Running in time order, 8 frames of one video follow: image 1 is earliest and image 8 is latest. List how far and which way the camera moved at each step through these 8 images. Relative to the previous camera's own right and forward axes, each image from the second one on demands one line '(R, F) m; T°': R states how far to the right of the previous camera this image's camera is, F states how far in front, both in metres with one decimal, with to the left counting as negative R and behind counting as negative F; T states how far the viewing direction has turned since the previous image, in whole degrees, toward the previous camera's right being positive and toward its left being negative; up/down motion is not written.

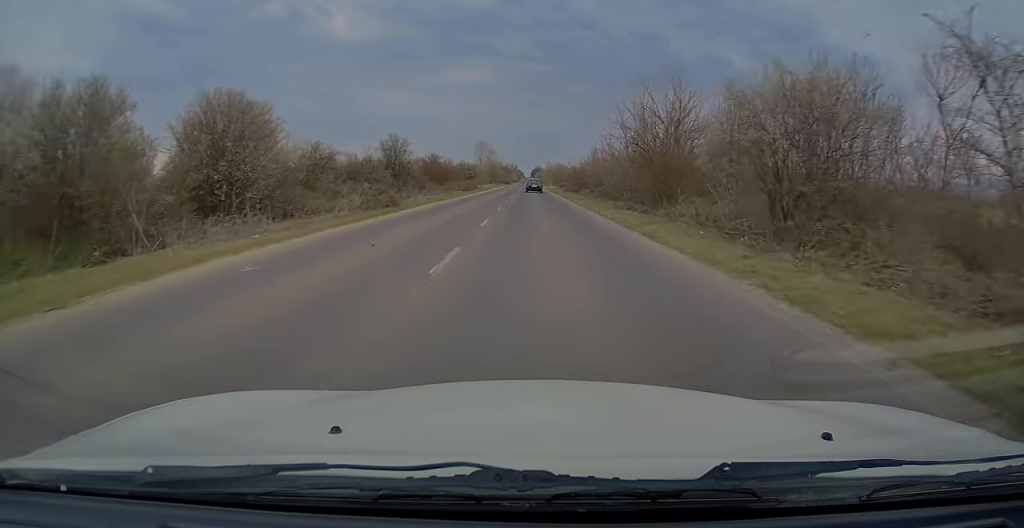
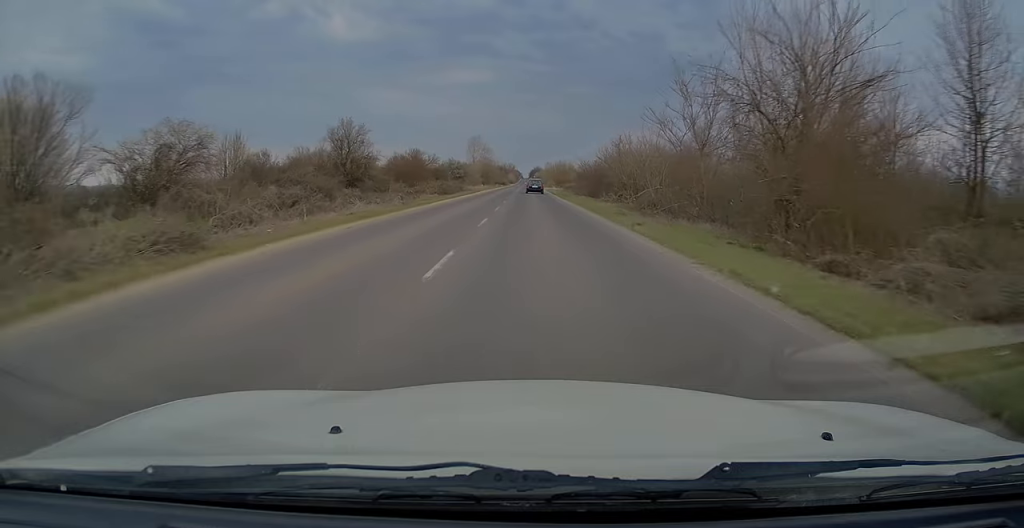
(0.0, +18.2) m; 0°
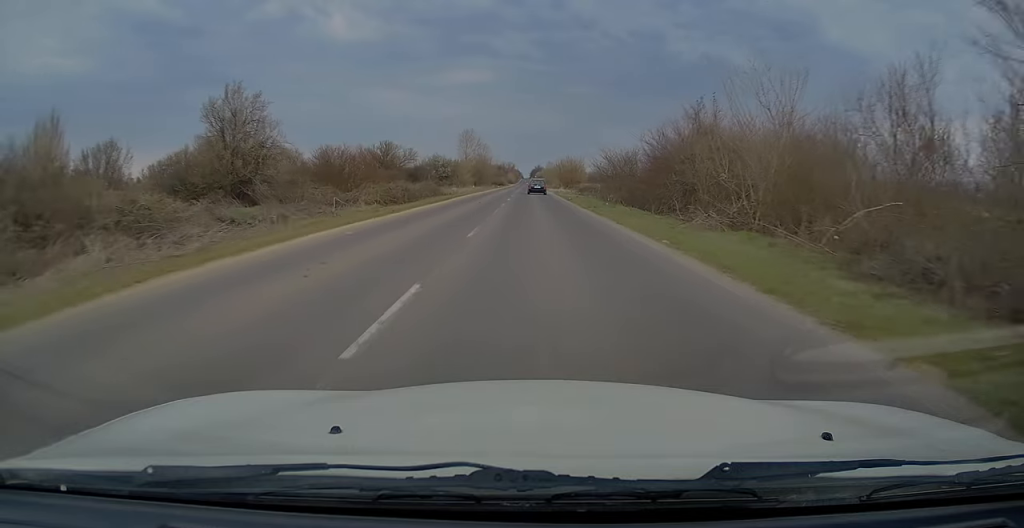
(0.0, +21.2) m; 0°
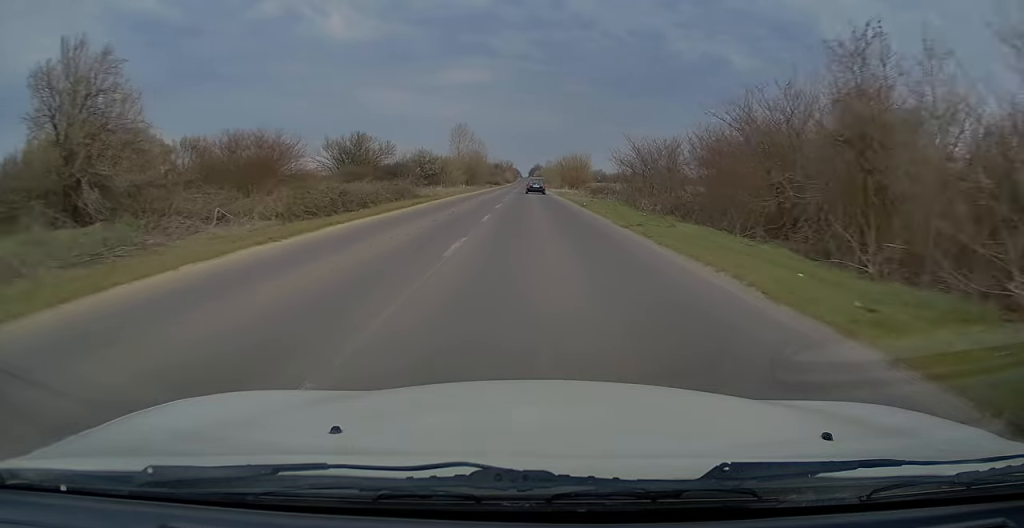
(+0.1, +12.9) m; 0°
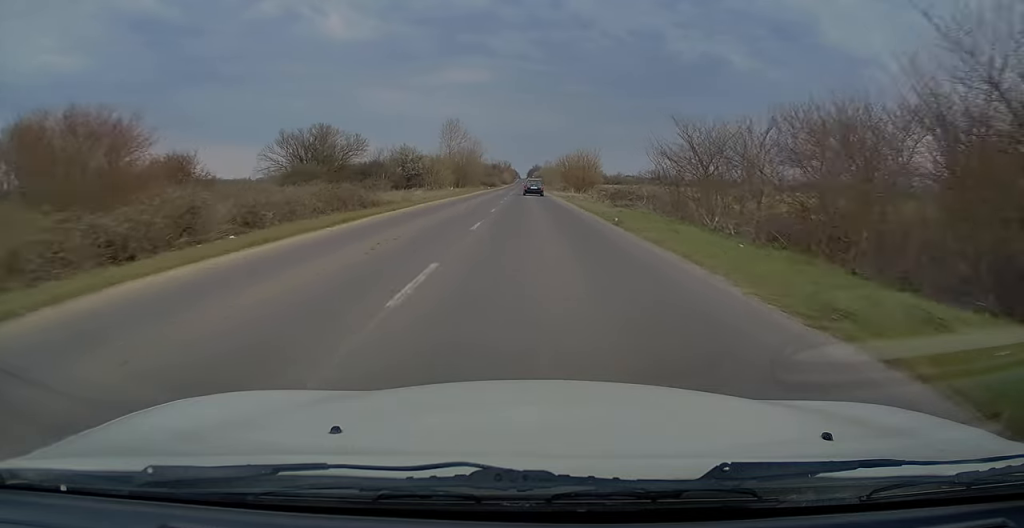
(0.0, +12.1) m; 0°
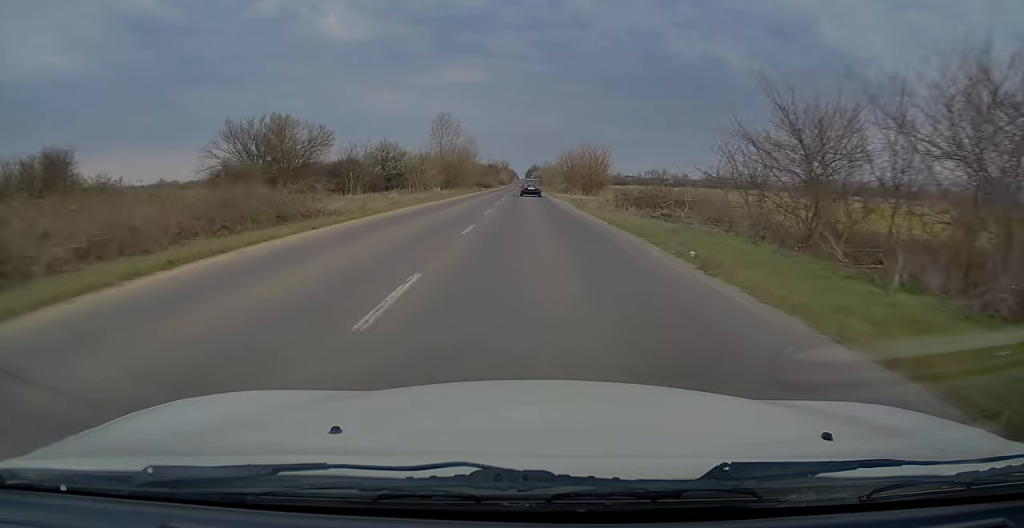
(-0.1, +9.9) m; 0°
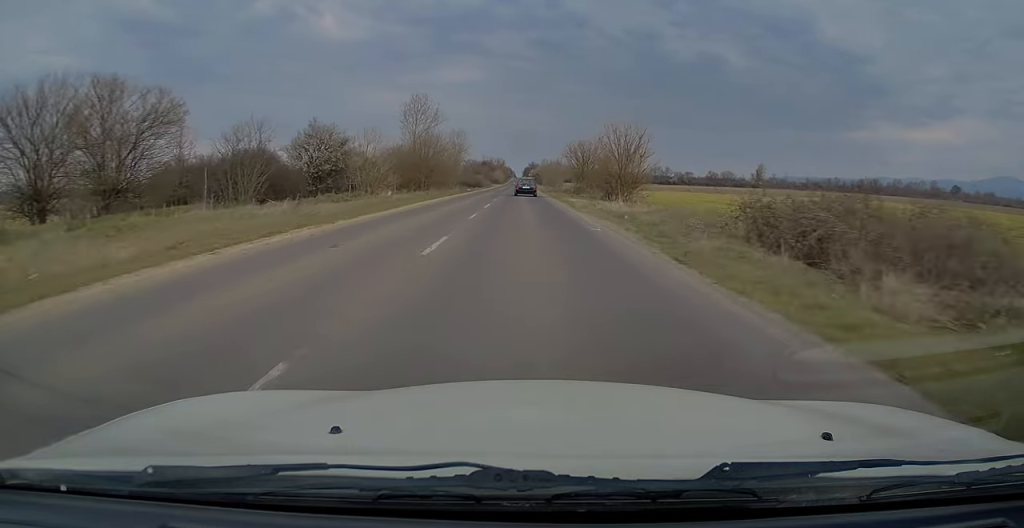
(0.0, +21.9) m; 0°
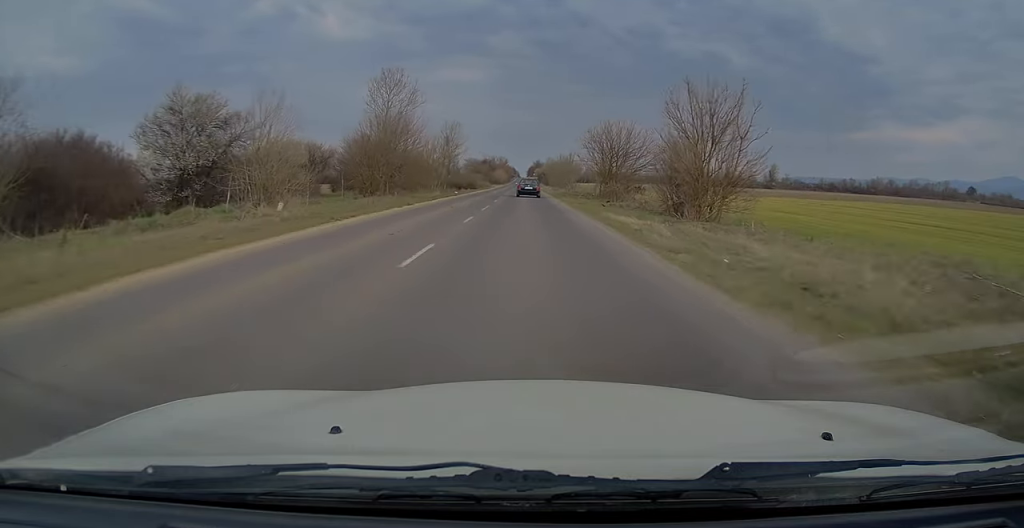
(+0.1, +19.6) m; 0°
